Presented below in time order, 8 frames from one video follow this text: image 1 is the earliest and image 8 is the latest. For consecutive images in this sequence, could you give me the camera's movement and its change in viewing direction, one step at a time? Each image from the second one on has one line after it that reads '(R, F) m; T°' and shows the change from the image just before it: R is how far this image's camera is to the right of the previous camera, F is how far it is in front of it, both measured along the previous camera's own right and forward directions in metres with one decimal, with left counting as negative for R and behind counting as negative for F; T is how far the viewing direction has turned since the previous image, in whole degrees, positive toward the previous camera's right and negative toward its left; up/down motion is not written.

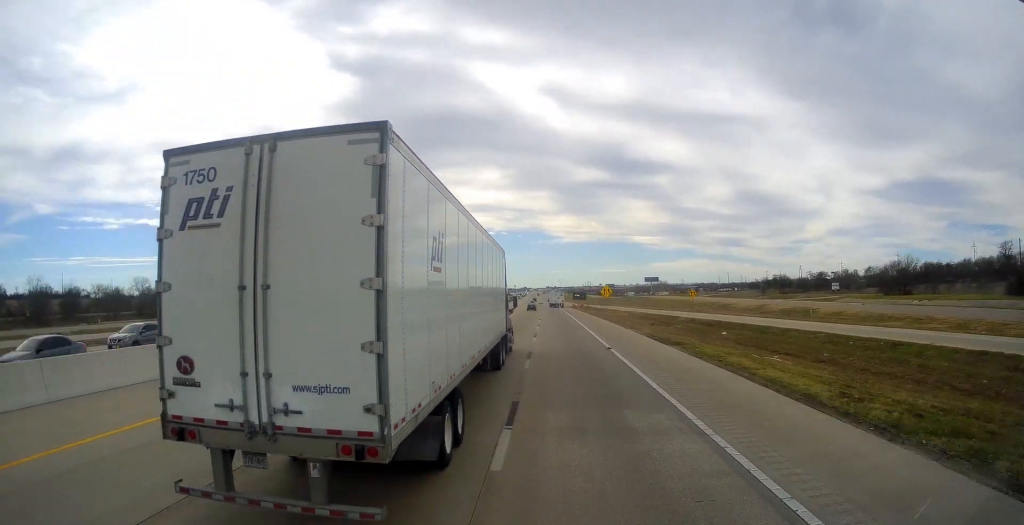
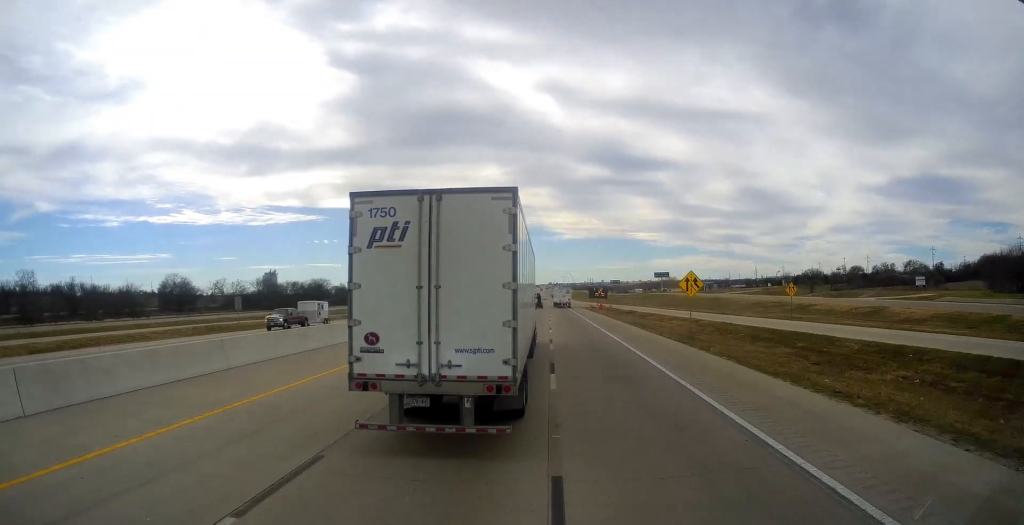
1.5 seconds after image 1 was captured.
(+0.6, +43.2) m; 0°
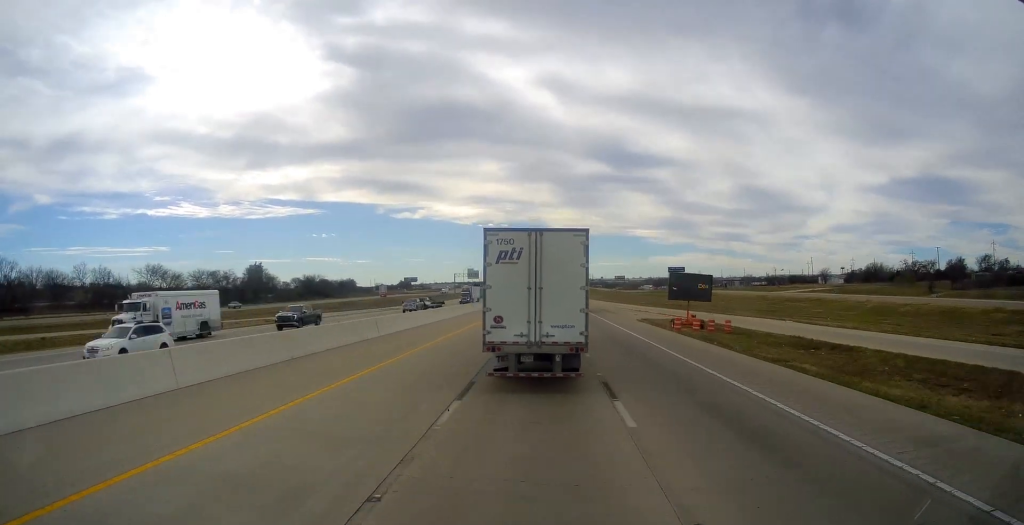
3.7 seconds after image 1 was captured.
(-1.7, +65.3) m; -2°
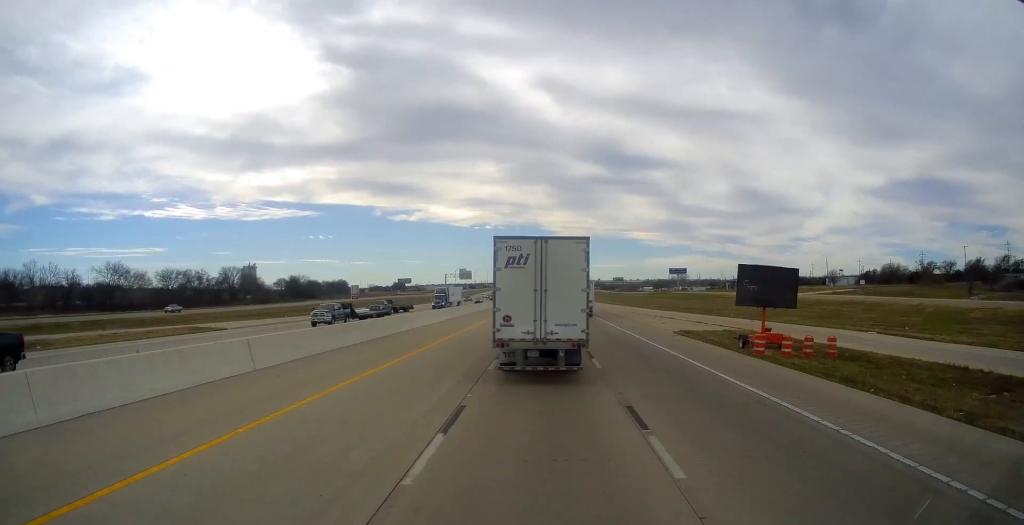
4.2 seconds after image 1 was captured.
(0.0, +15.5) m; 0°
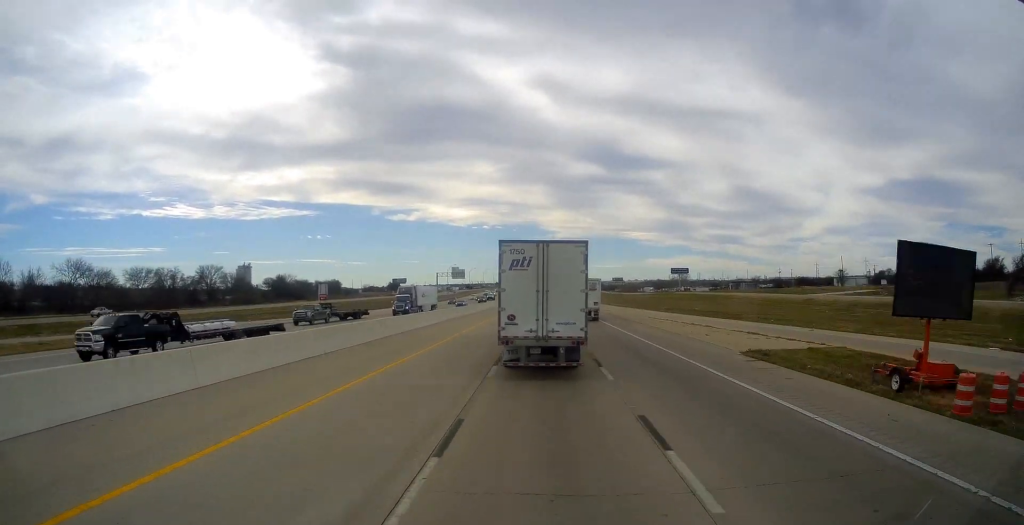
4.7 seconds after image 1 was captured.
(+0.1, +13.5) m; 0°
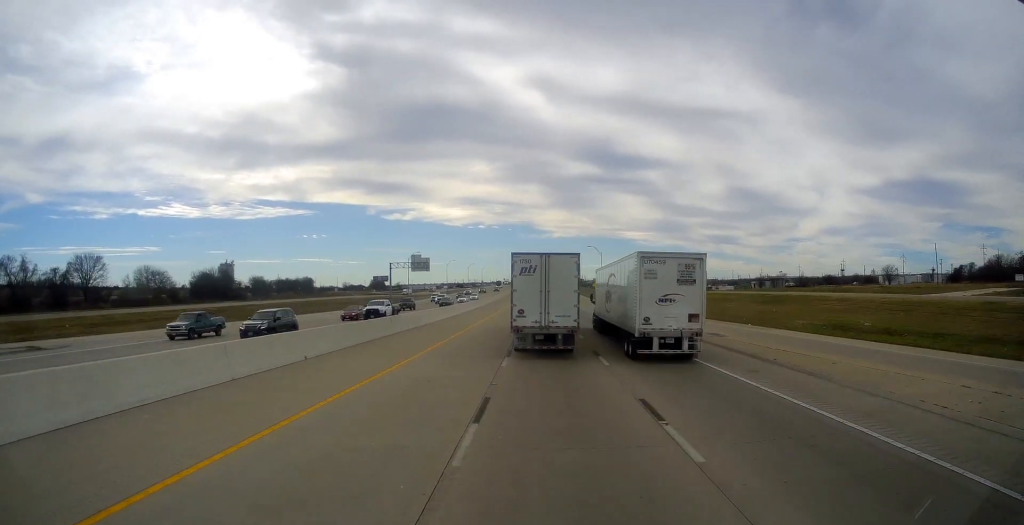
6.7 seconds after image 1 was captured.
(+0.5, +57.6) m; +1°
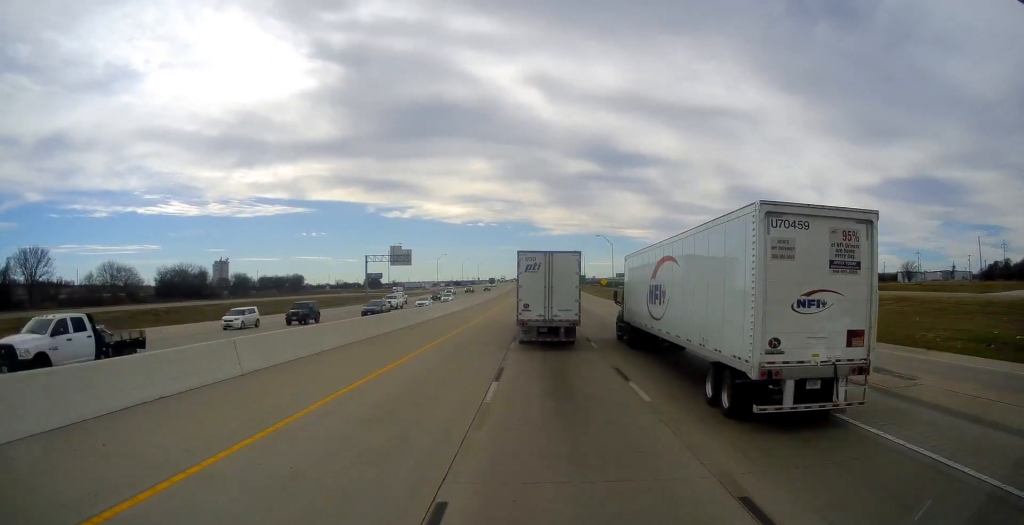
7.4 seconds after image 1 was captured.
(-0.1, +20.6) m; 0°
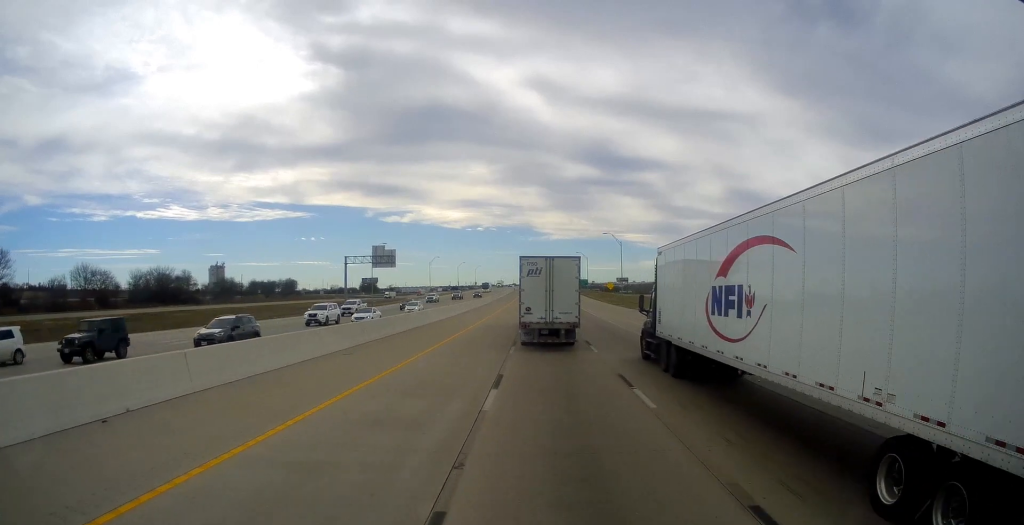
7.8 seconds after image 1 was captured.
(+0.1, +12.7) m; 0°
